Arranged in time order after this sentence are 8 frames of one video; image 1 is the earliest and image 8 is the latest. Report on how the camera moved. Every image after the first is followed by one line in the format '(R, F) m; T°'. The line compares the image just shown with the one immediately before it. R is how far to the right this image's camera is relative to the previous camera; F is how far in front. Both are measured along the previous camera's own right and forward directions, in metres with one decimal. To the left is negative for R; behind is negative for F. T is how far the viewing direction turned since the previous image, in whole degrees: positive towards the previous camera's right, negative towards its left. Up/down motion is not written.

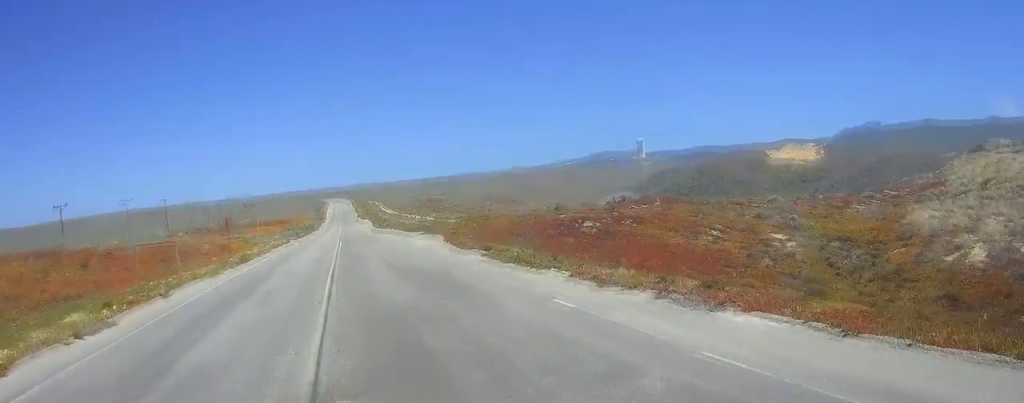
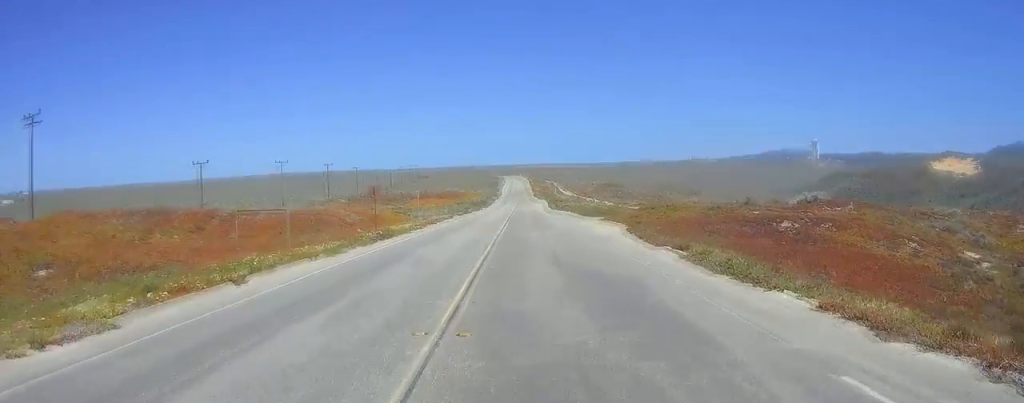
(+0.1, +5.6) m; +2°
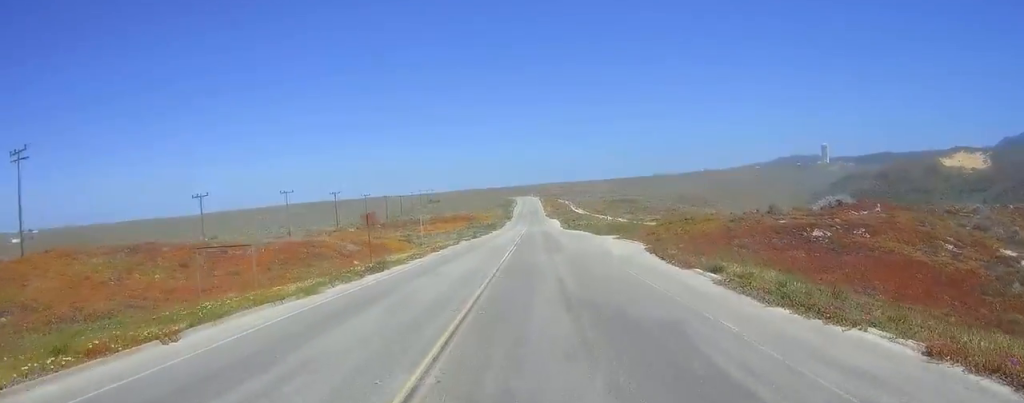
(0.0, +3.5) m; -1°
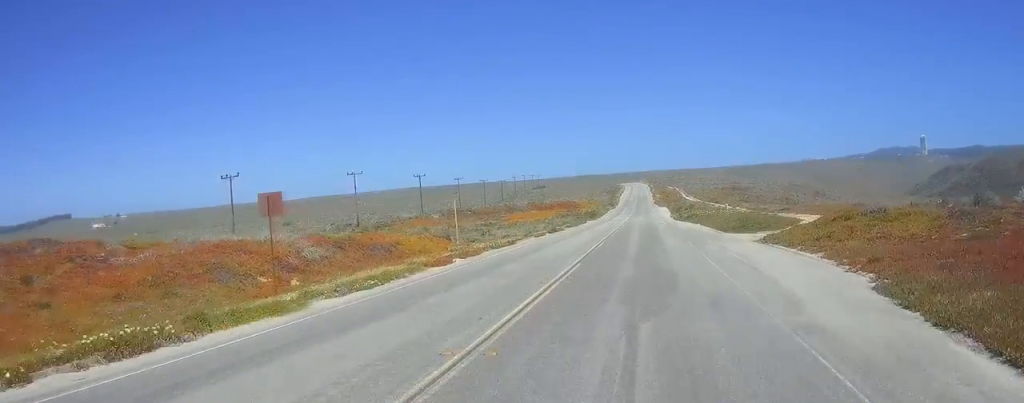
(-0.6, +20.4) m; -3°
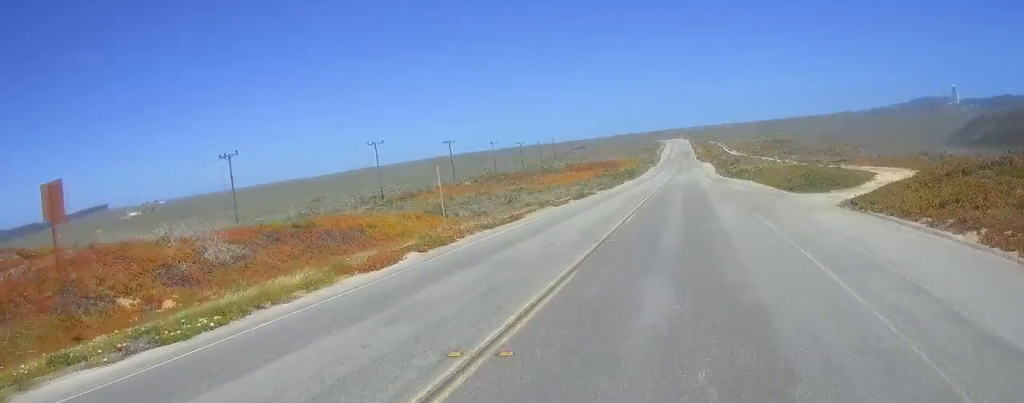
(-0.1, +9.3) m; -1°
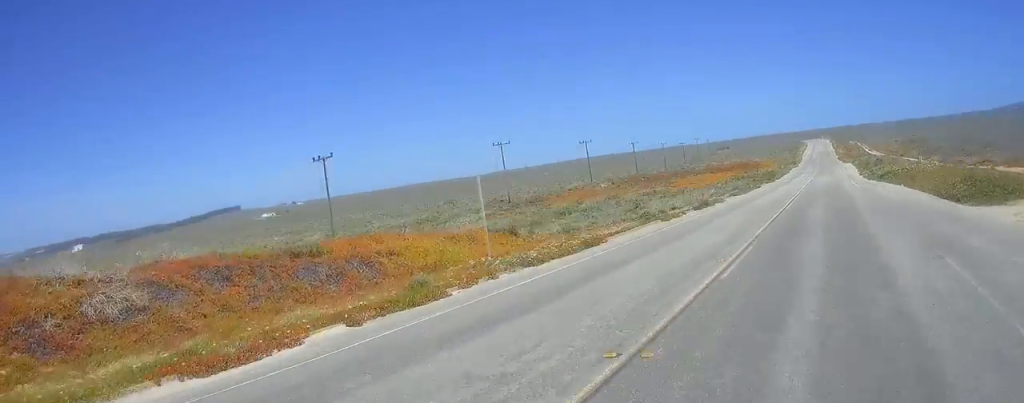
(0.0, +9.0) m; 0°
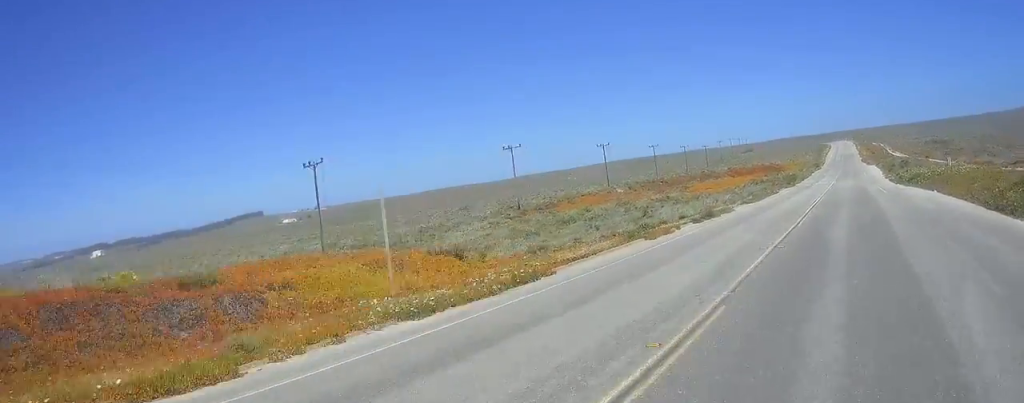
(0.0, +5.3) m; 0°
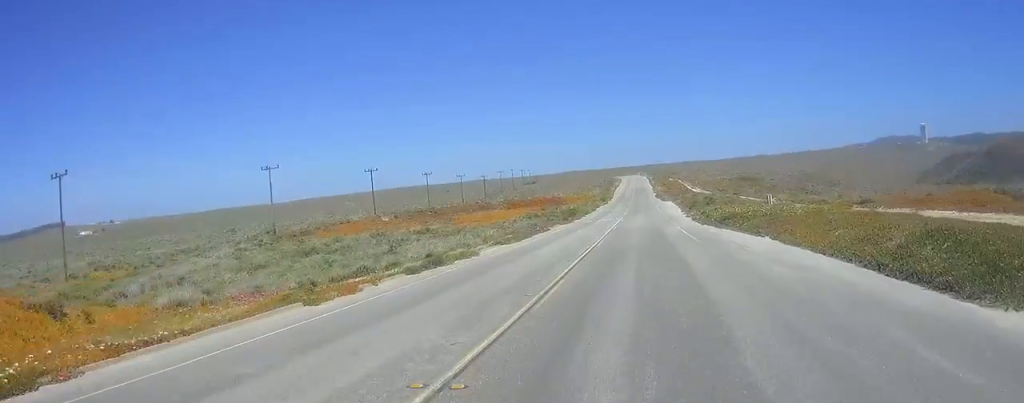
(0.0, +8.1) m; 0°
